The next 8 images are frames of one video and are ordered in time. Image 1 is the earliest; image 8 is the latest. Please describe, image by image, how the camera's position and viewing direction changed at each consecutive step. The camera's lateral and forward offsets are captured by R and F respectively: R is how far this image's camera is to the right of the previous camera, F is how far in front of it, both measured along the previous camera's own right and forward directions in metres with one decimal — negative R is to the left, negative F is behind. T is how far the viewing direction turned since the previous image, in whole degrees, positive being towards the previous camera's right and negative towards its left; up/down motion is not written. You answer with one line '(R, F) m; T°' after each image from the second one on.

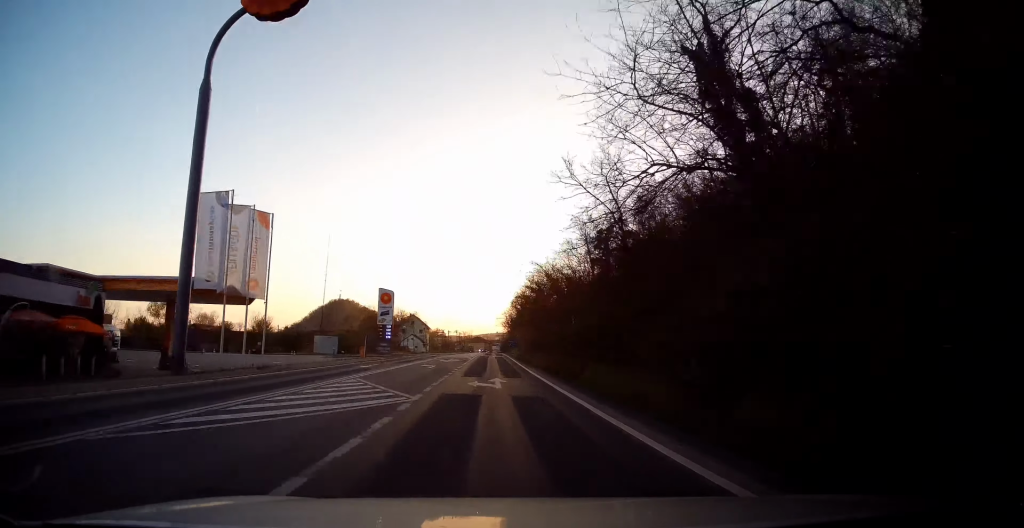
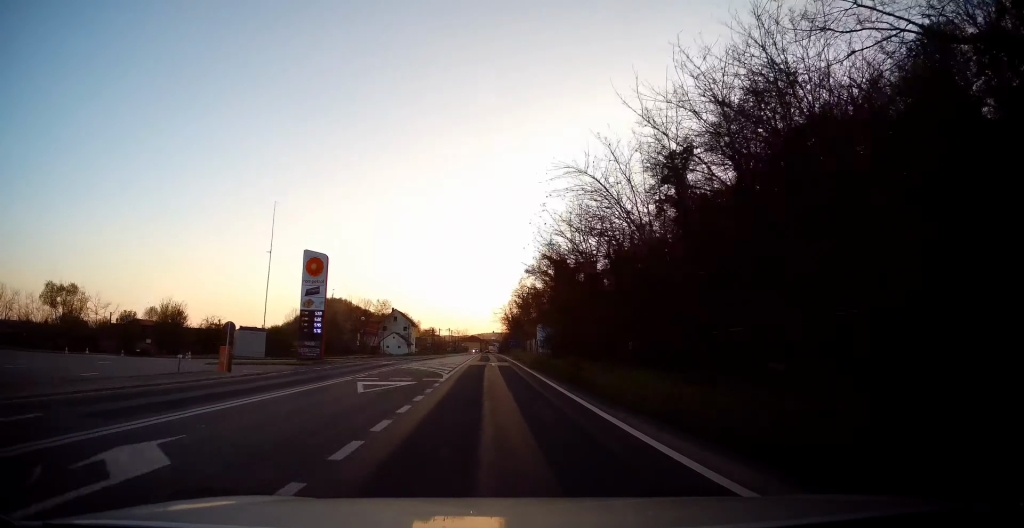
(+0.1, +27.0) m; +1°
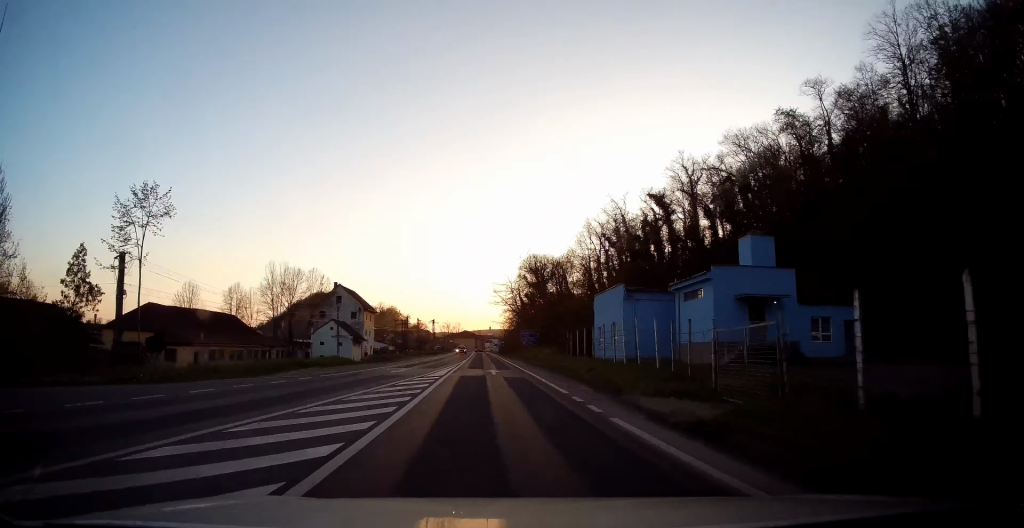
(+0.1, +55.7) m; 0°
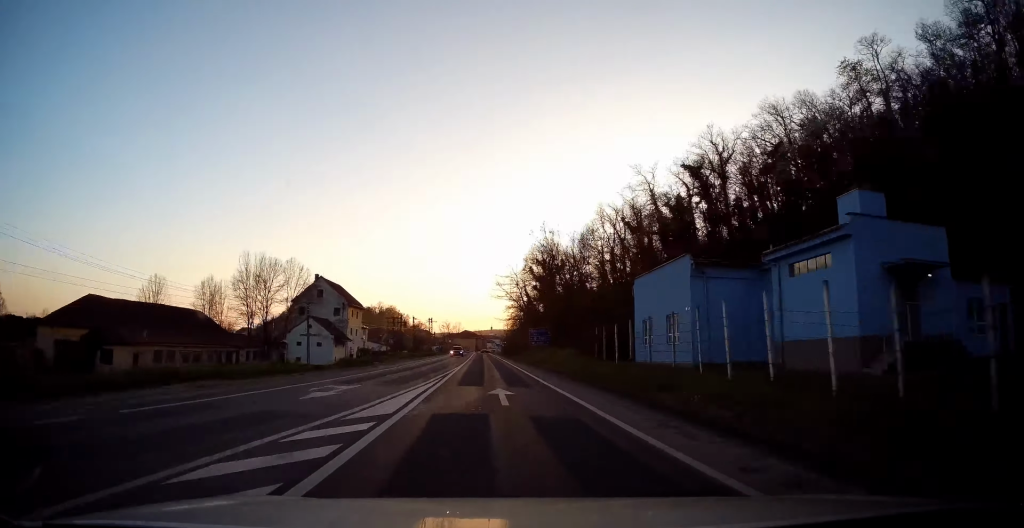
(+0.2, +12.0) m; +1°
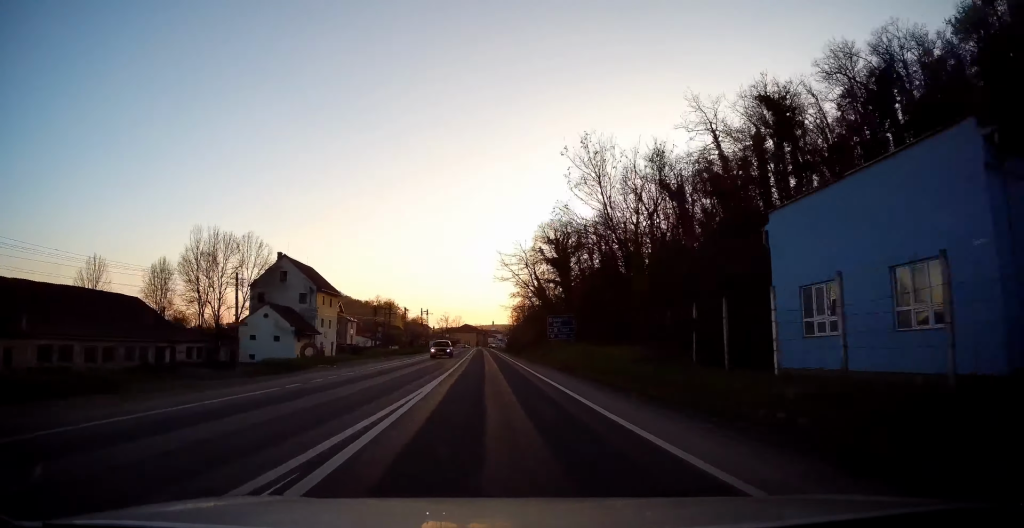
(0.0, +16.6) m; 0°
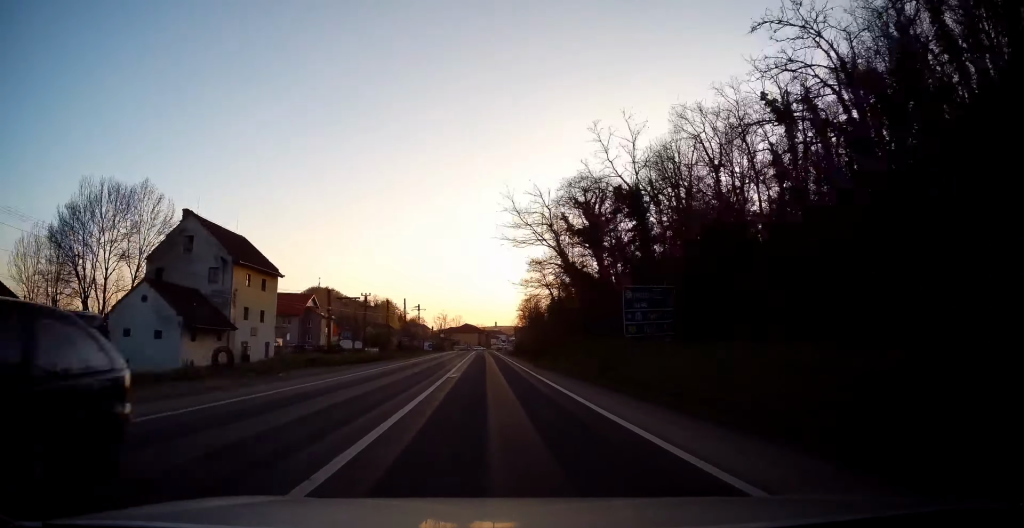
(0.0, +24.3) m; -1°
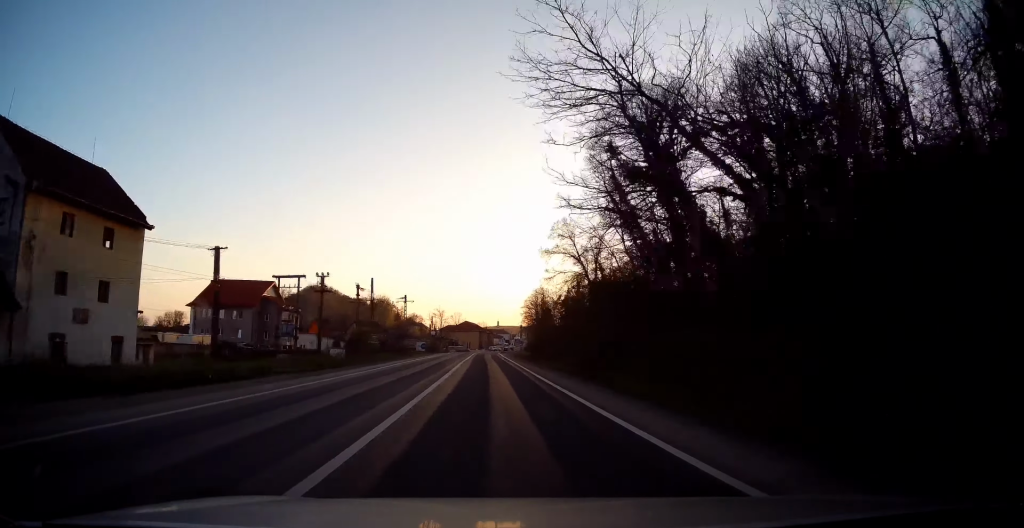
(-0.4, +23.8) m; -1°
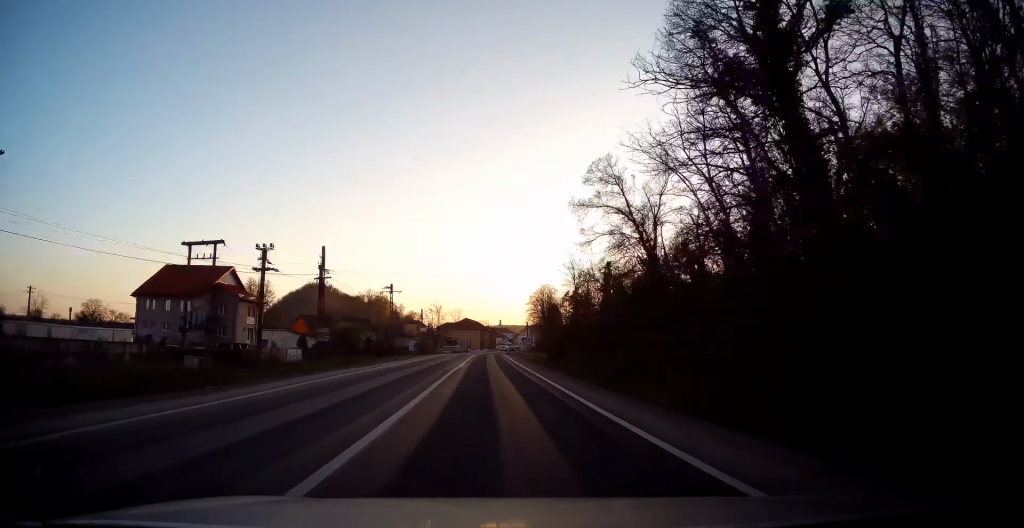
(+0.1, +17.2) m; 0°
